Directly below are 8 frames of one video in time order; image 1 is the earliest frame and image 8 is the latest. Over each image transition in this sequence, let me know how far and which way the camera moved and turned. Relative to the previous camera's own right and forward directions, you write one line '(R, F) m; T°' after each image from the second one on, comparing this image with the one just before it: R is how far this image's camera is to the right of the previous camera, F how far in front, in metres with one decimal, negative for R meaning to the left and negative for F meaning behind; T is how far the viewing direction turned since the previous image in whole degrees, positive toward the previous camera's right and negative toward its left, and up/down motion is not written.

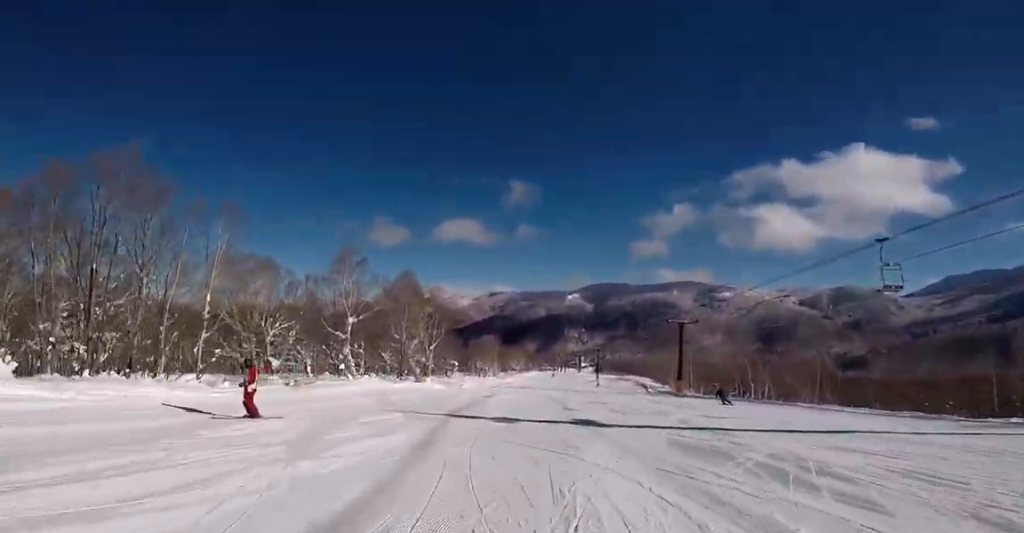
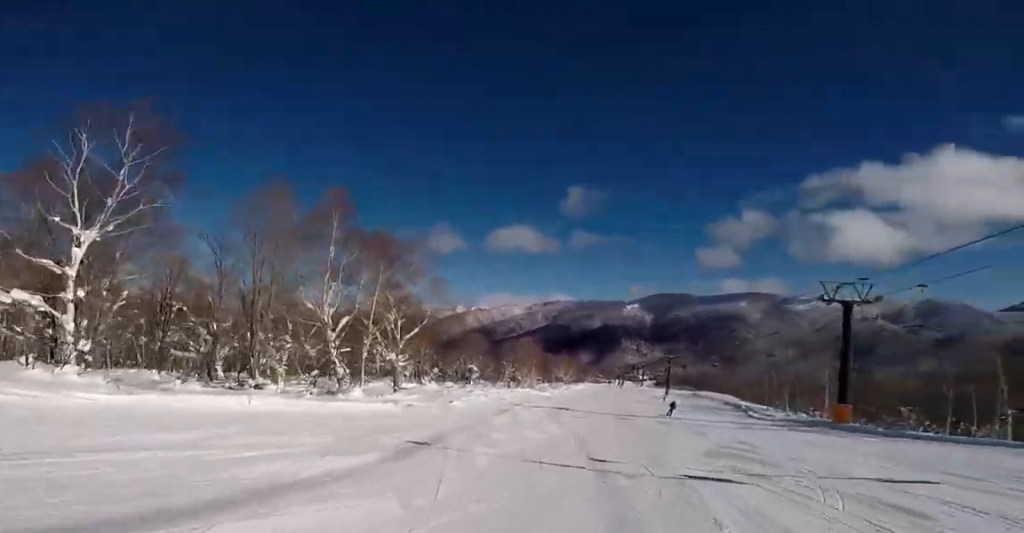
(+0.4, +24.3) m; -6°
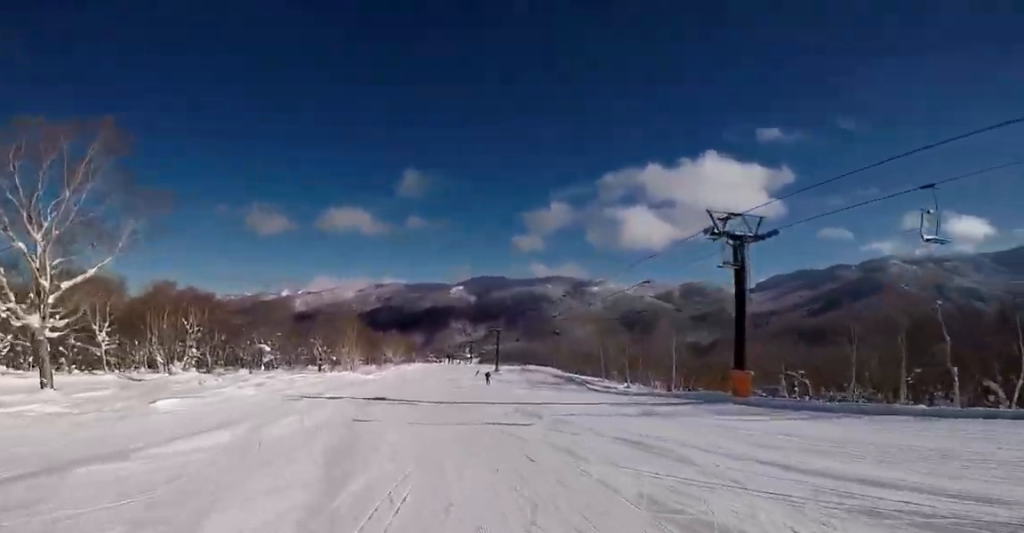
(-0.6, +14.5) m; +1°
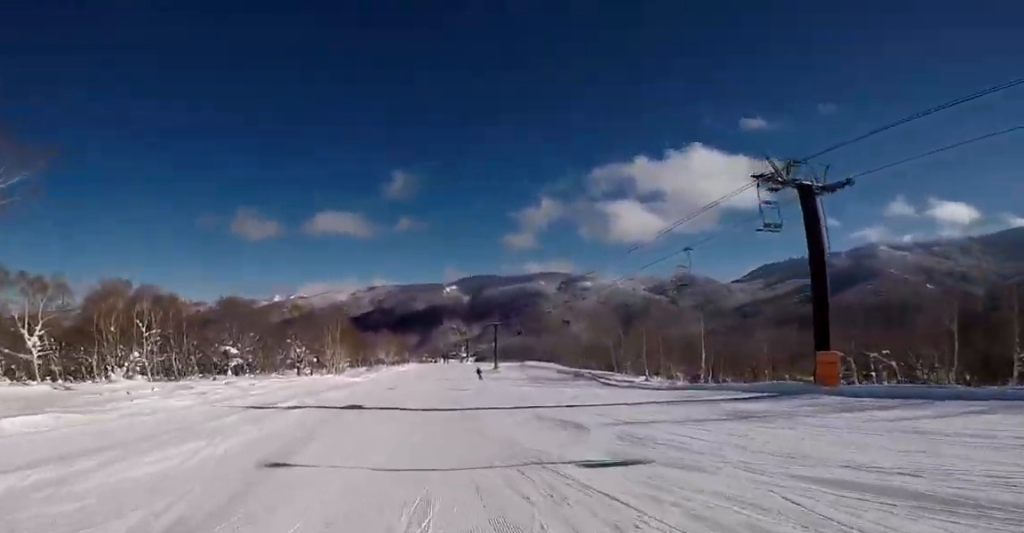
(+0.3, +6.2) m; +1°
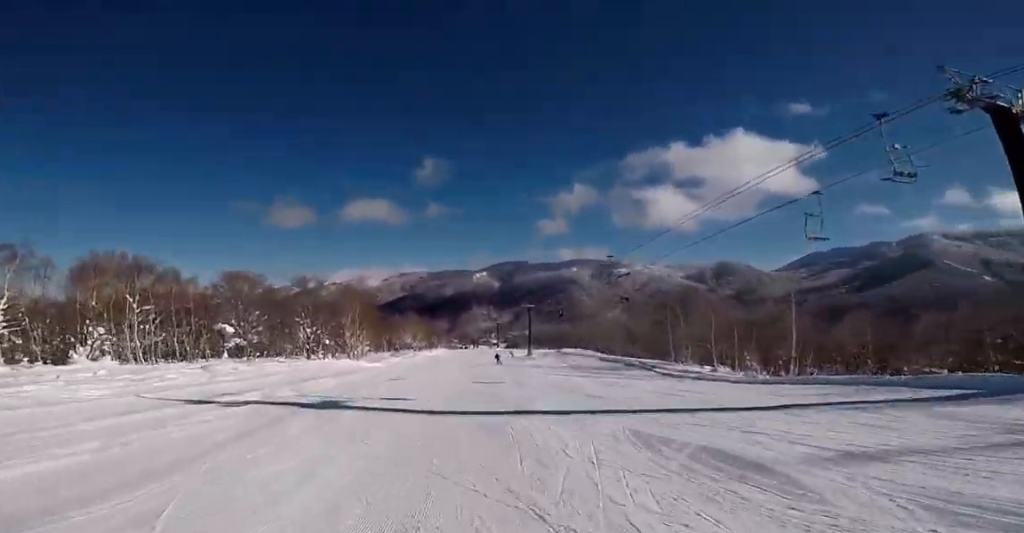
(+0.2, +6.6) m; +1°
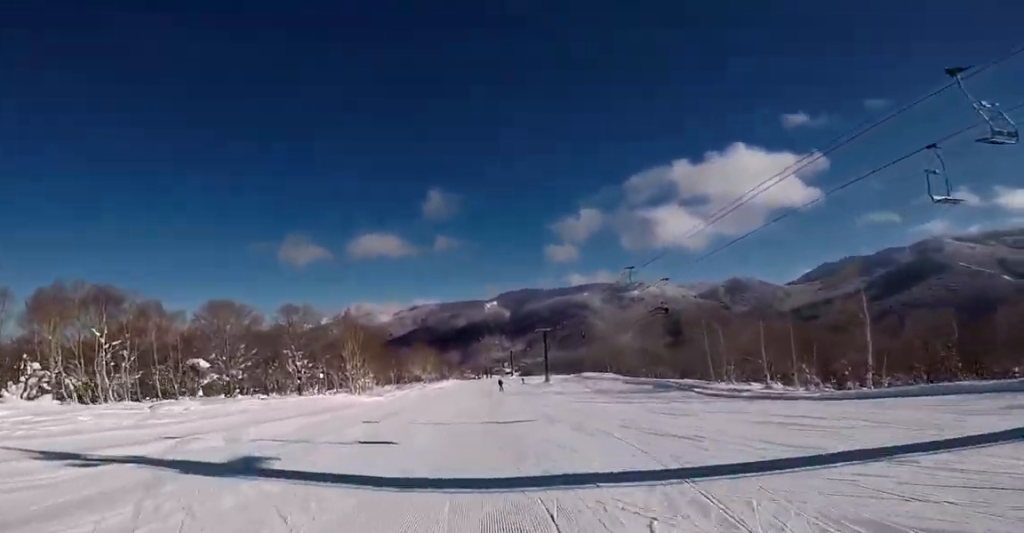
(0.0, +5.1) m; -2°
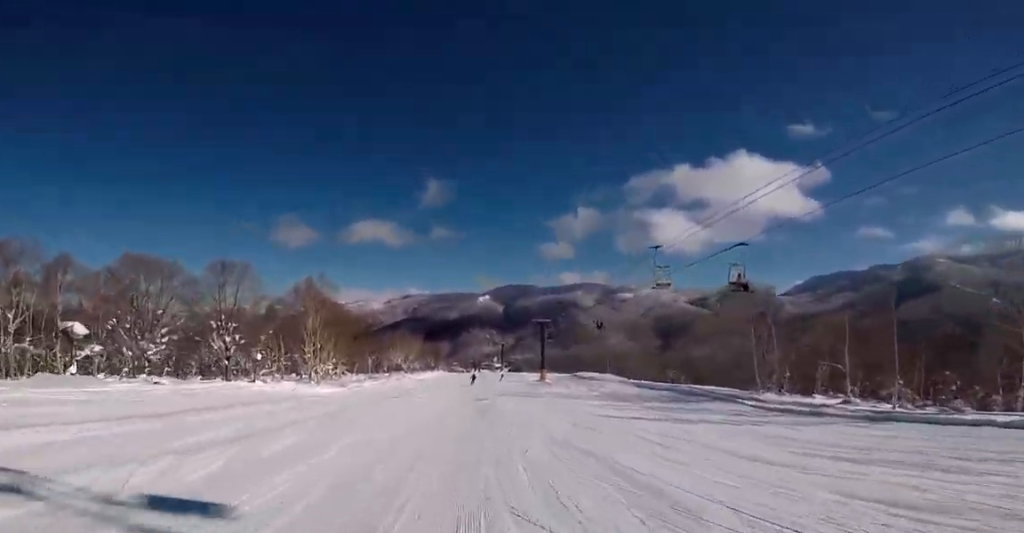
(-0.1, +9.4) m; -3°
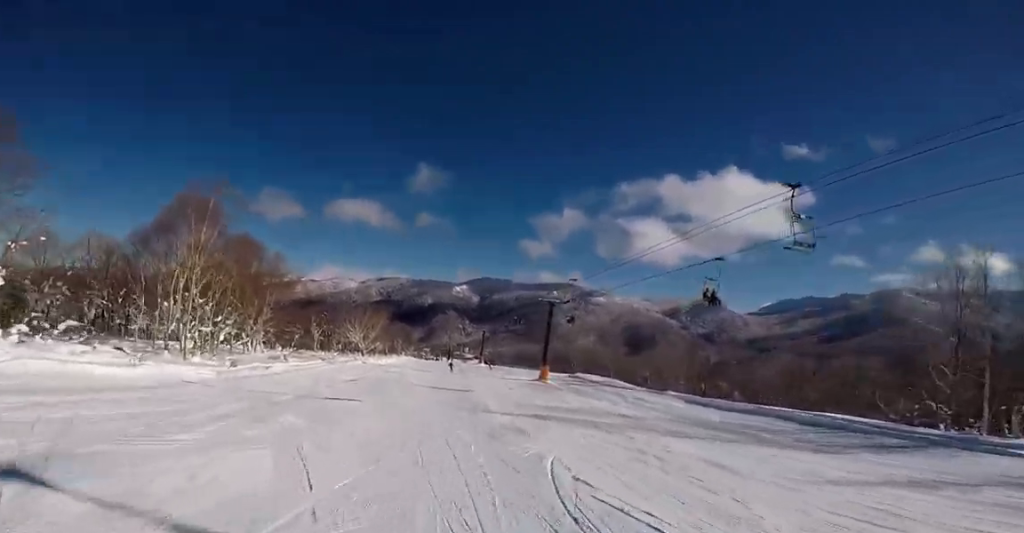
(0.0, +18.3) m; +6°
